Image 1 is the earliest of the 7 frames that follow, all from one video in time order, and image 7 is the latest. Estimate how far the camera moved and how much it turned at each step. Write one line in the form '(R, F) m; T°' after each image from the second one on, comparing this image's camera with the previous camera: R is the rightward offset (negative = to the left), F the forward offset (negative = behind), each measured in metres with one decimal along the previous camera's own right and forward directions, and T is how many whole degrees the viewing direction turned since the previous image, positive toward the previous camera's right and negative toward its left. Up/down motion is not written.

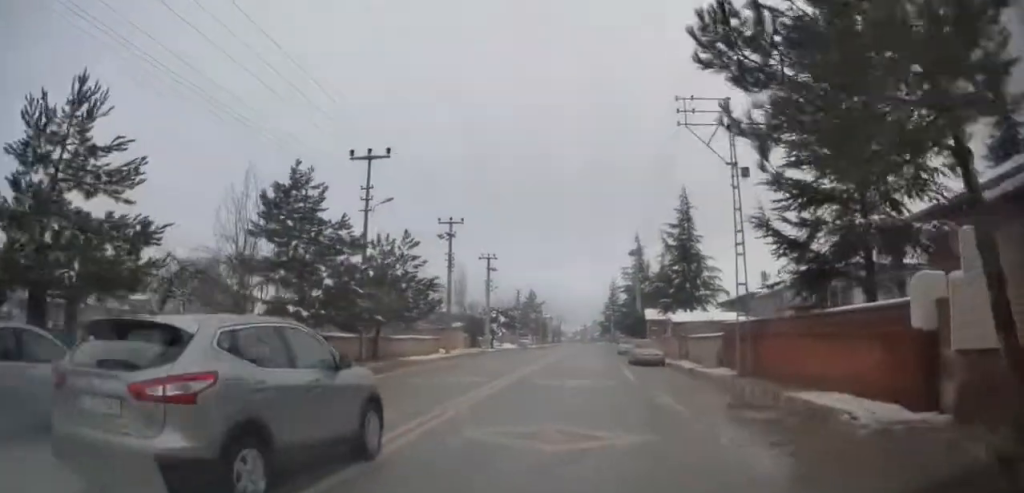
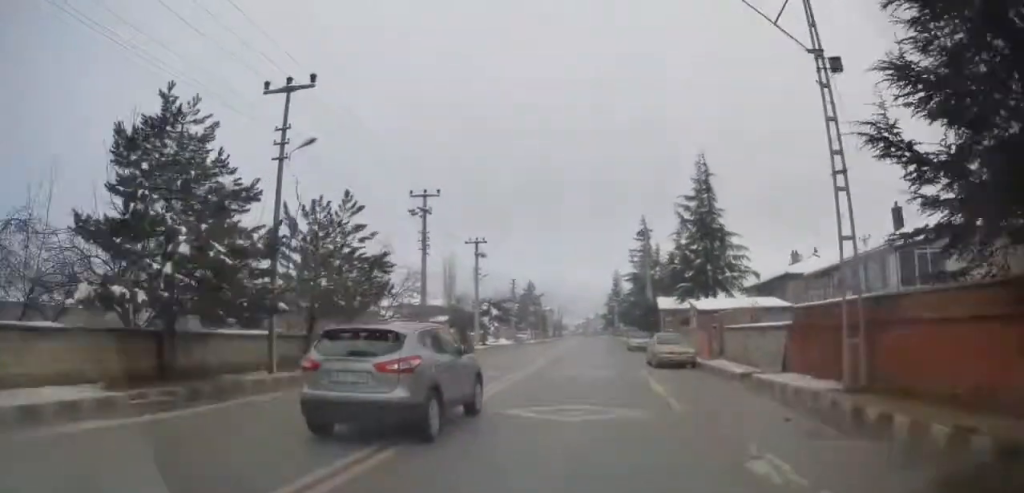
(-0.1, +8.2) m; -1°
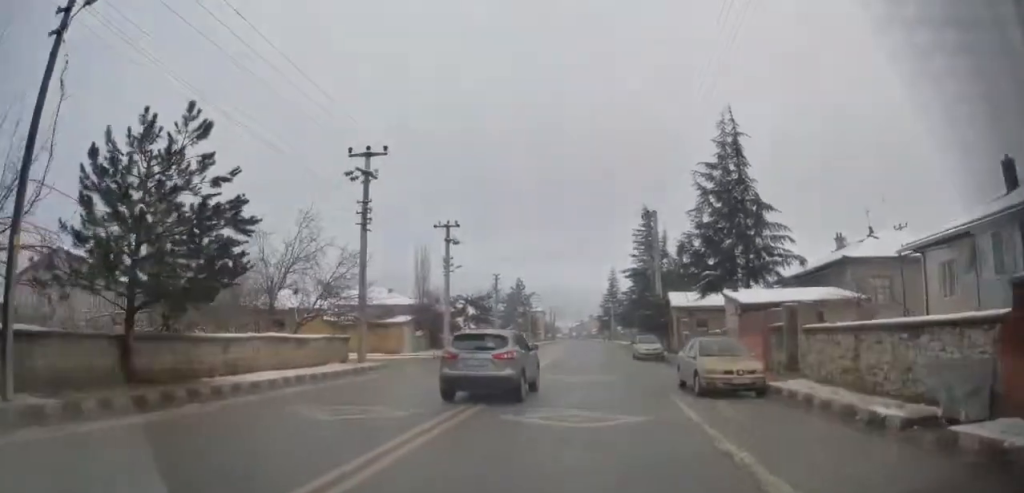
(+0.1, +10.6) m; +1°
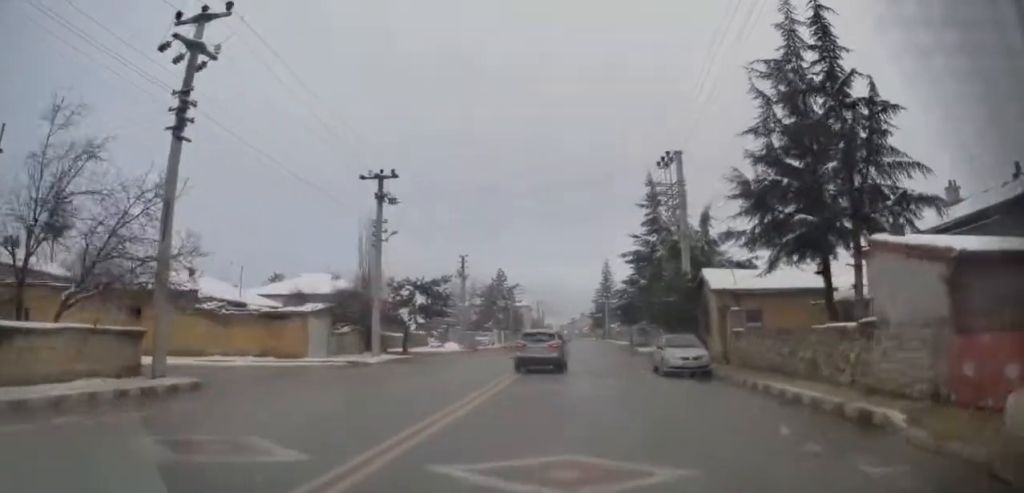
(+0.2, +14.8) m; +2°
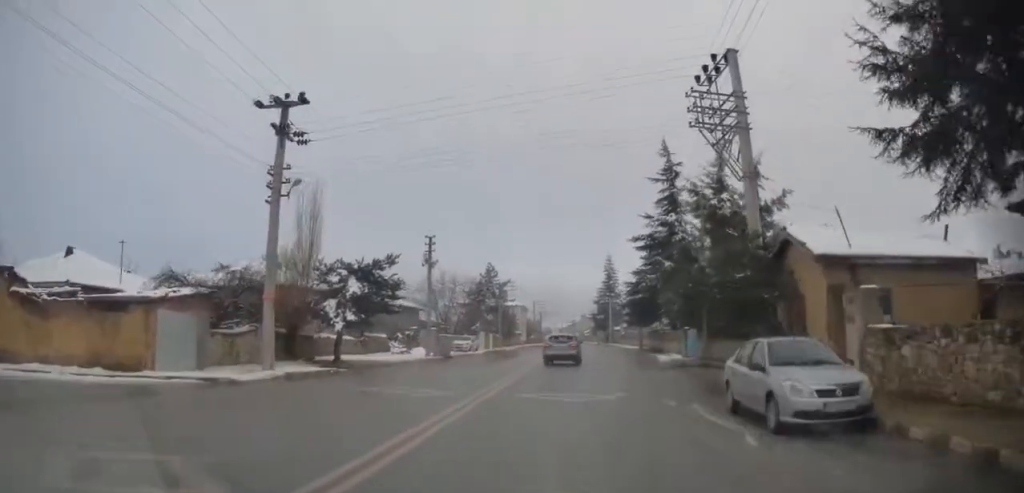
(+0.3, +11.6) m; +2°
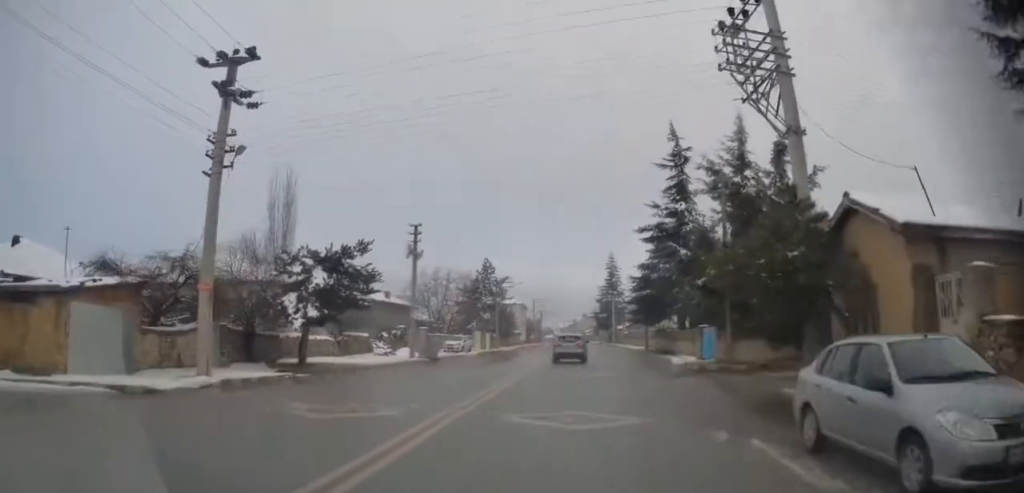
(0.0, +4.0) m; 0°
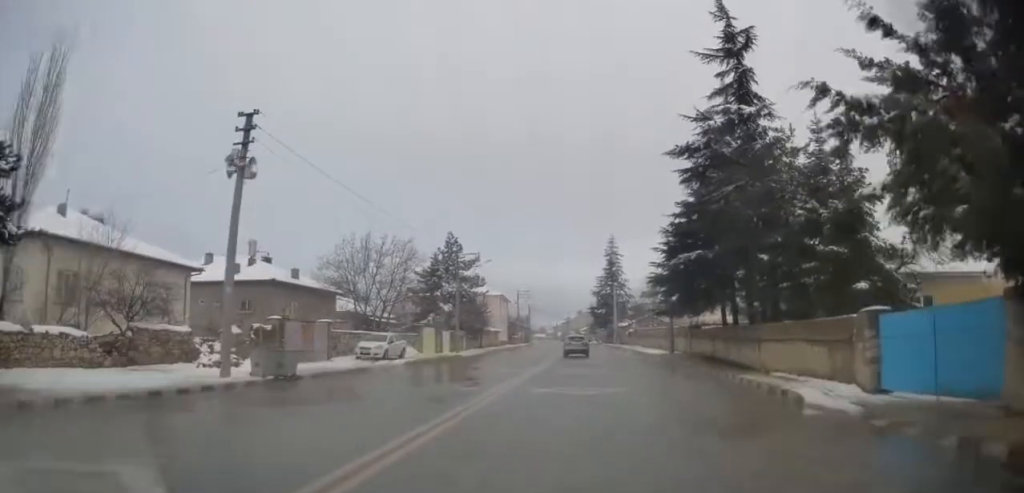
(-0.2, +19.3) m; 0°
